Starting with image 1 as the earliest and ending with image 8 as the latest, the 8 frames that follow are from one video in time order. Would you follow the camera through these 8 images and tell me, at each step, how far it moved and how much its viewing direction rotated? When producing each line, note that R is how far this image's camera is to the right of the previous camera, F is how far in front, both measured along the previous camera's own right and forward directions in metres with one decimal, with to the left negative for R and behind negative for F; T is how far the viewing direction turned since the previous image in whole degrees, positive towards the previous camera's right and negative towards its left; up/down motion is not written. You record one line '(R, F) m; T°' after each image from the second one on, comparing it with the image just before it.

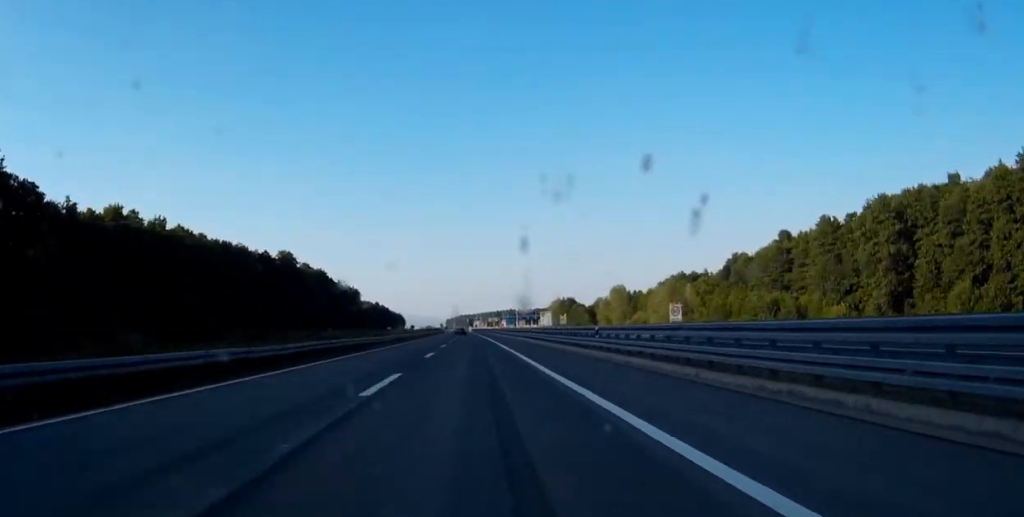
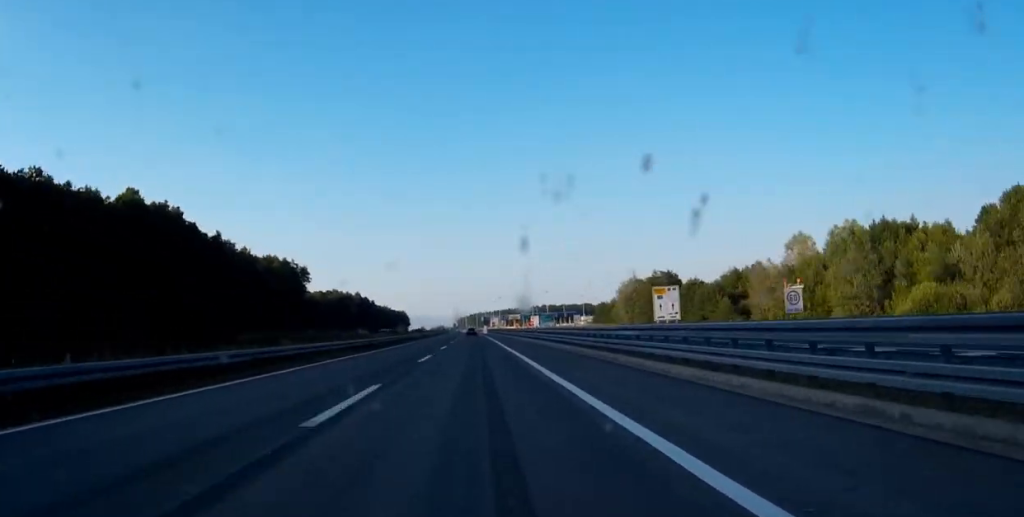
(-0.8, +130.5) m; -1°
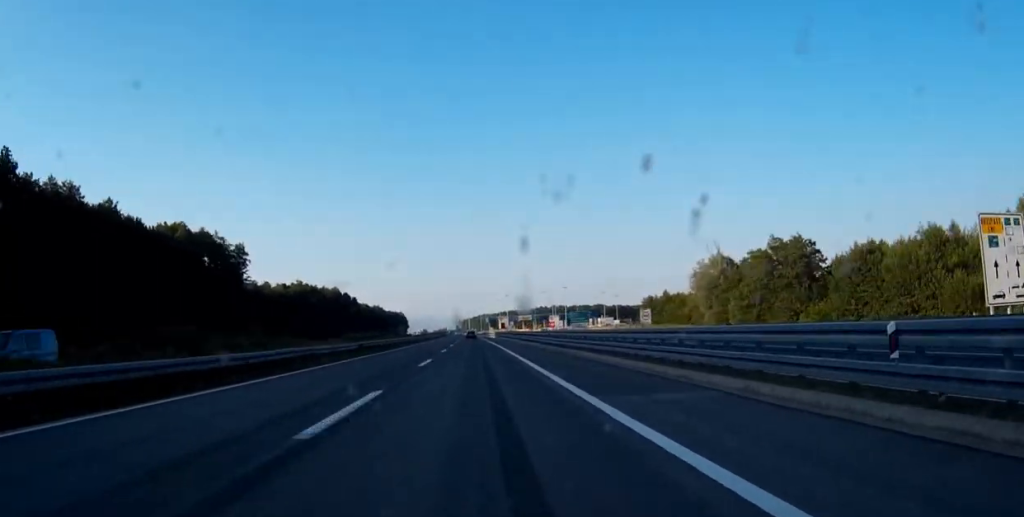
(+0.3, +78.9) m; 0°
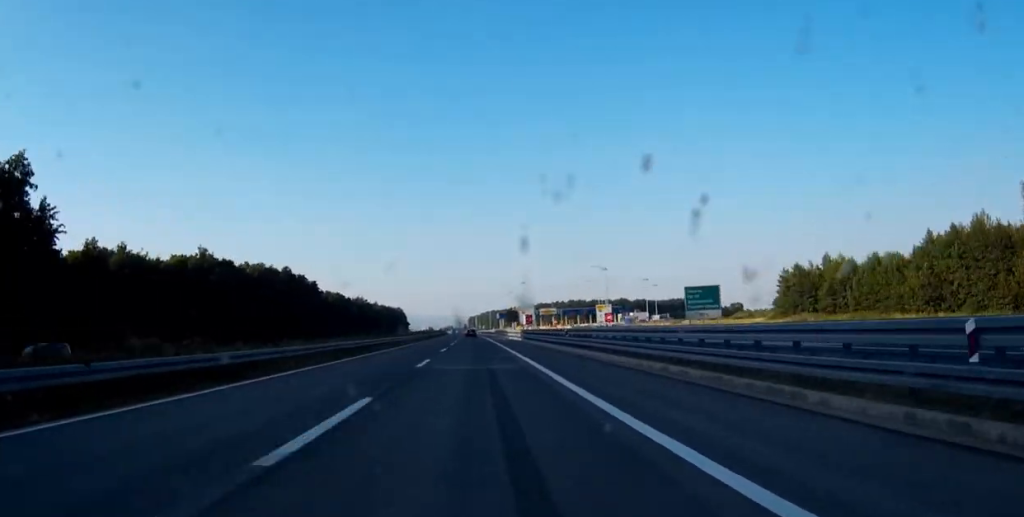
(-0.9, +86.6) m; -1°
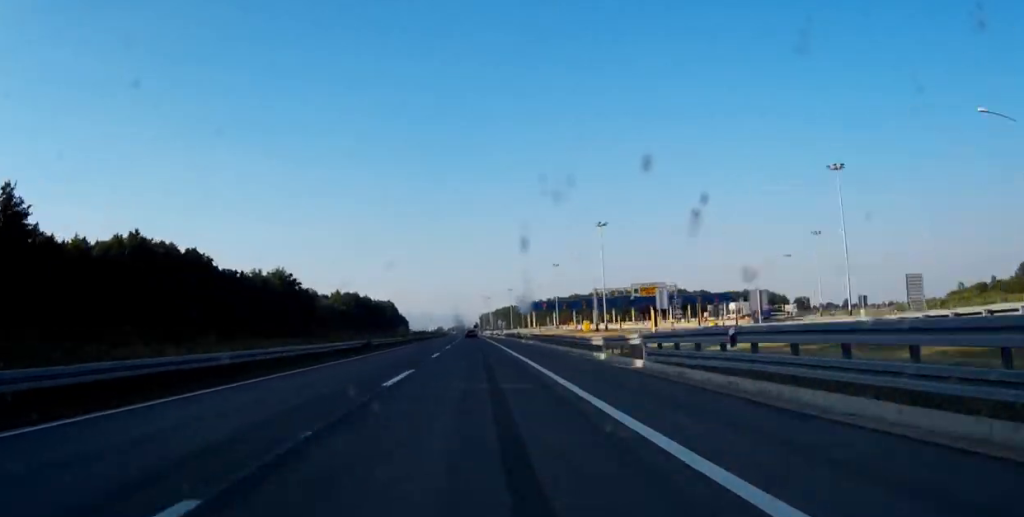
(-1.7, +149.8) m; -1°
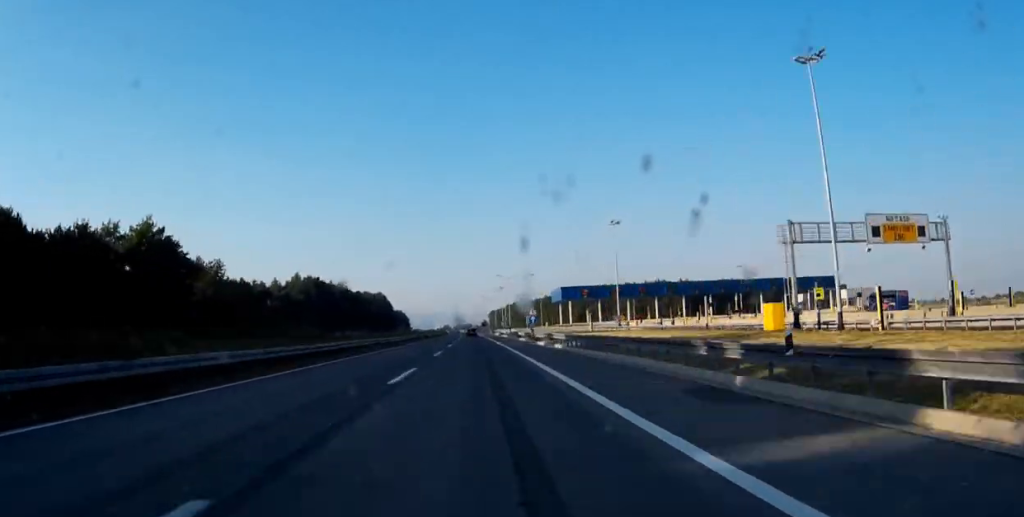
(-0.3, +73.9) m; -1°
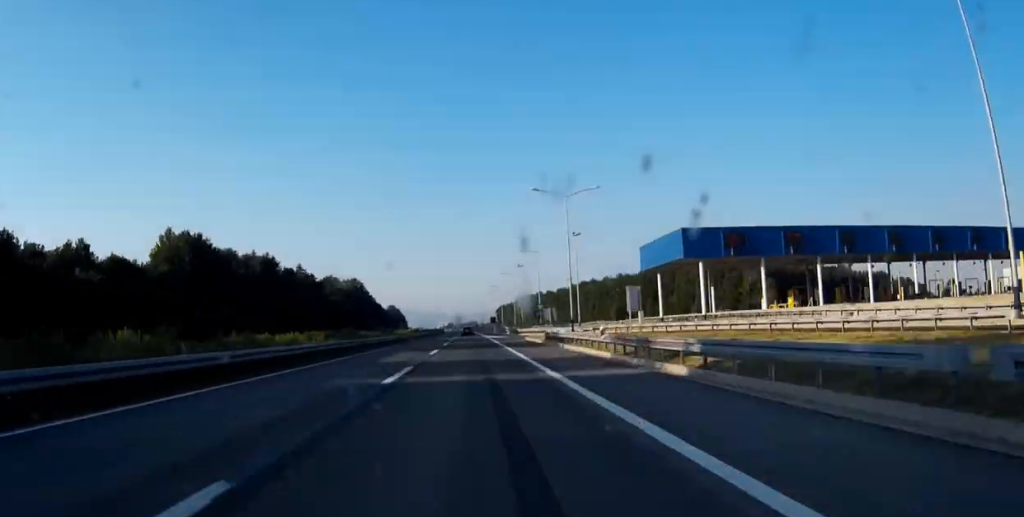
(-0.5, +88.9) m; -1°
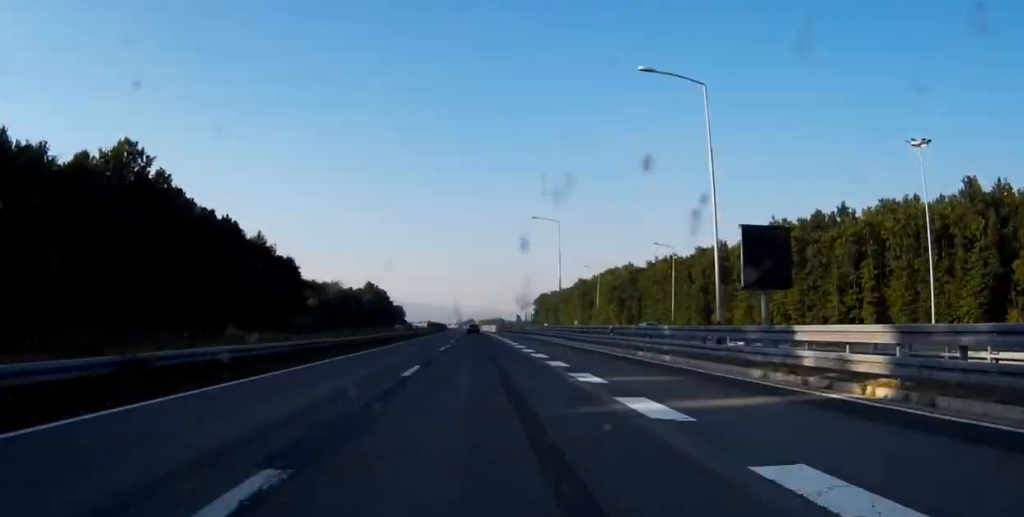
(-2.4, +182.3) m; -1°
